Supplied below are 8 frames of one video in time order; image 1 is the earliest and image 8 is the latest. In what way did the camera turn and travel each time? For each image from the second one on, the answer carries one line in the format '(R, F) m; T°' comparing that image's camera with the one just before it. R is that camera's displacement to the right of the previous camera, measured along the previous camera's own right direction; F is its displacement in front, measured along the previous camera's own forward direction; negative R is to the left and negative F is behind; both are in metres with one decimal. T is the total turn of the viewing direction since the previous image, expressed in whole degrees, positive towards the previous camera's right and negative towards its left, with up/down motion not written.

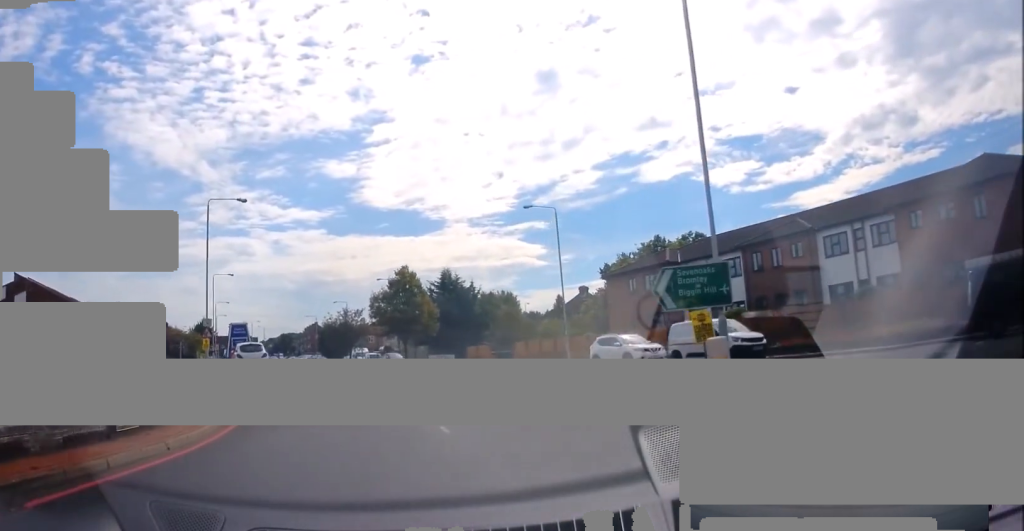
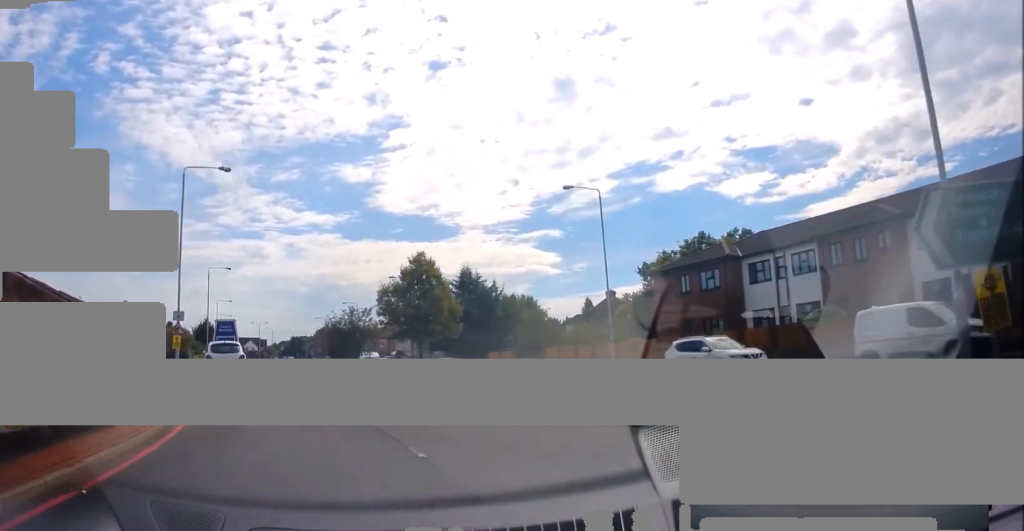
(+0.2, +6.6) m; +1°
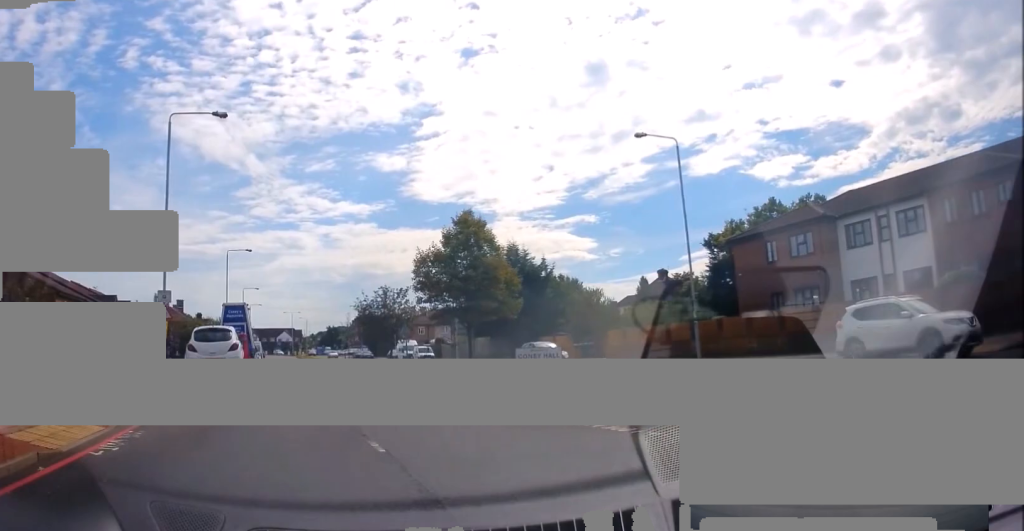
(-0.1, +6.3) m; -3°
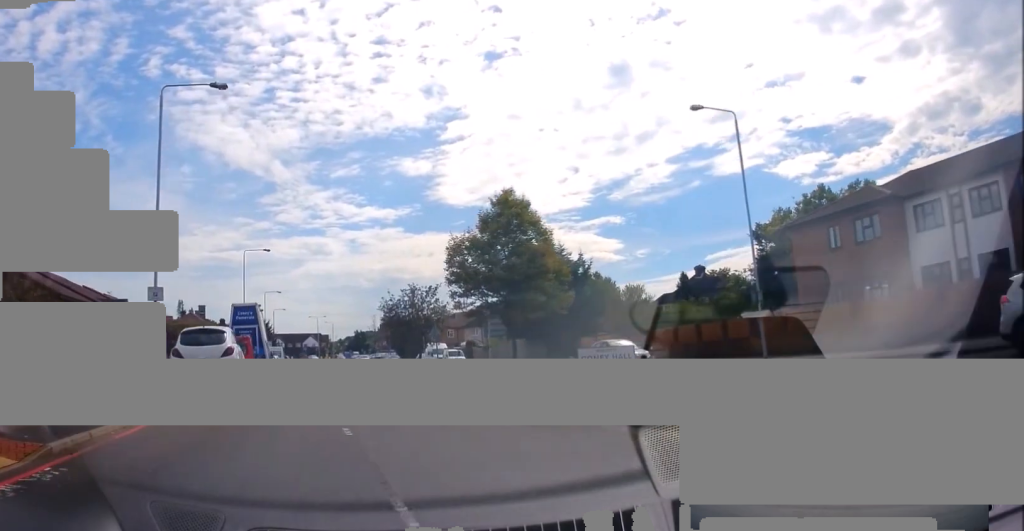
(0.0, +3.3) m; -2°
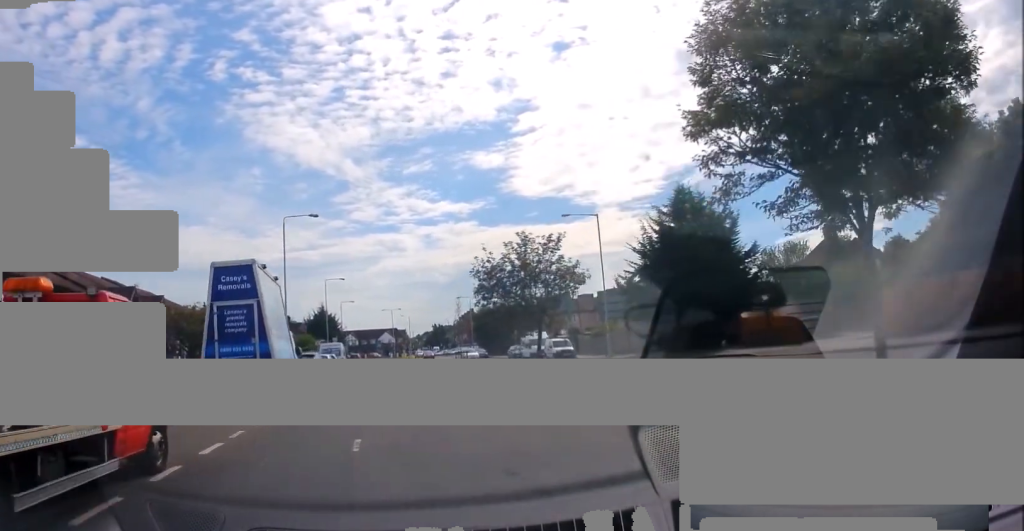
(-0.4, +13.5) m; -5°
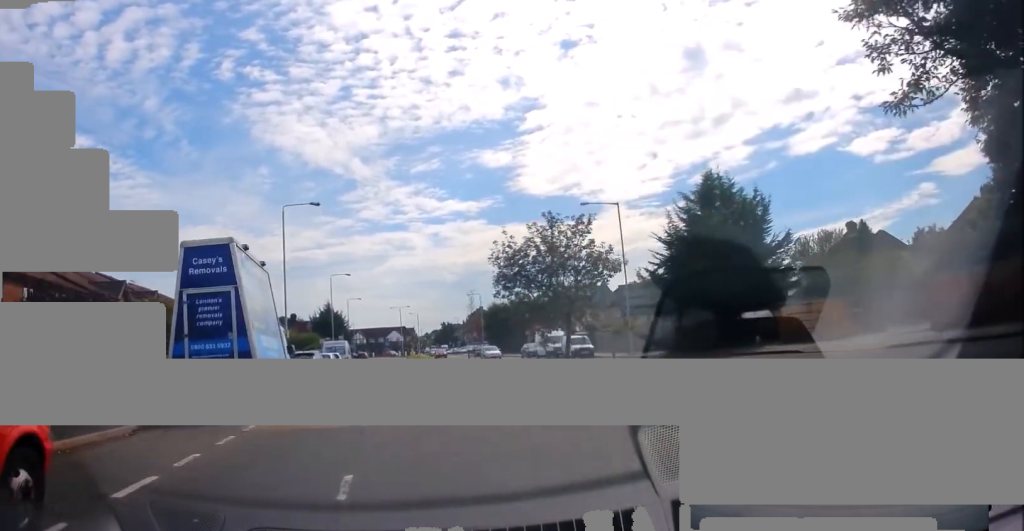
(-0.1, +3.3) m; -1°
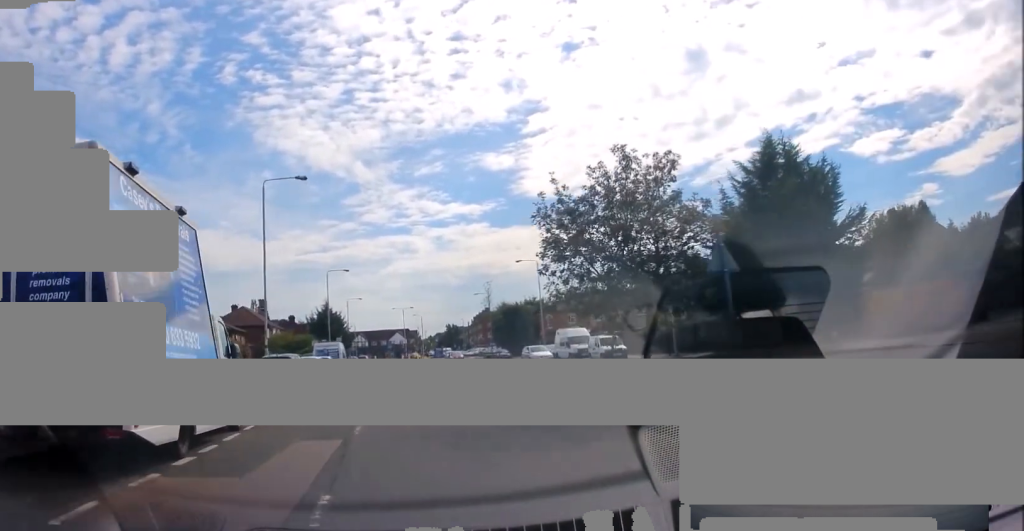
(-0.3, +6.9) m; -2°
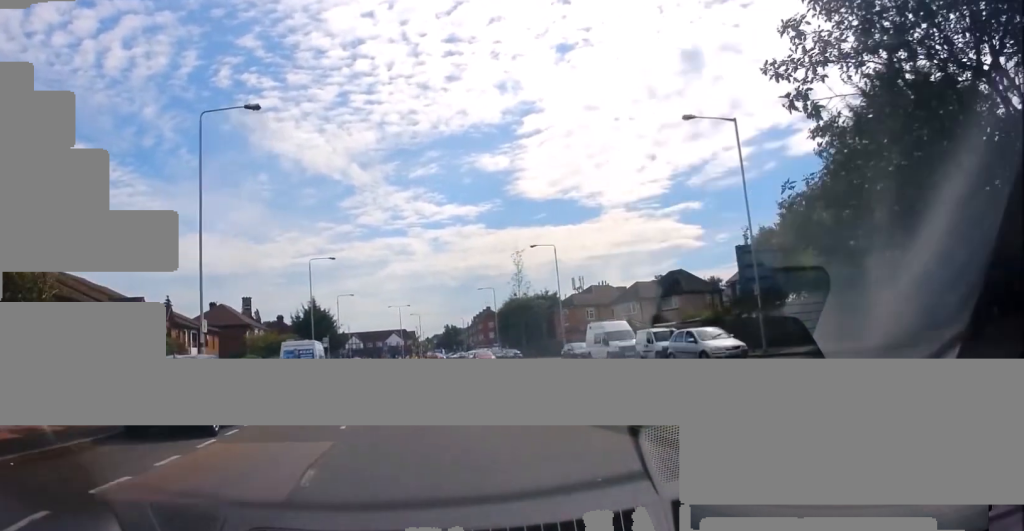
(-0.1, +10.2) m; -1°
